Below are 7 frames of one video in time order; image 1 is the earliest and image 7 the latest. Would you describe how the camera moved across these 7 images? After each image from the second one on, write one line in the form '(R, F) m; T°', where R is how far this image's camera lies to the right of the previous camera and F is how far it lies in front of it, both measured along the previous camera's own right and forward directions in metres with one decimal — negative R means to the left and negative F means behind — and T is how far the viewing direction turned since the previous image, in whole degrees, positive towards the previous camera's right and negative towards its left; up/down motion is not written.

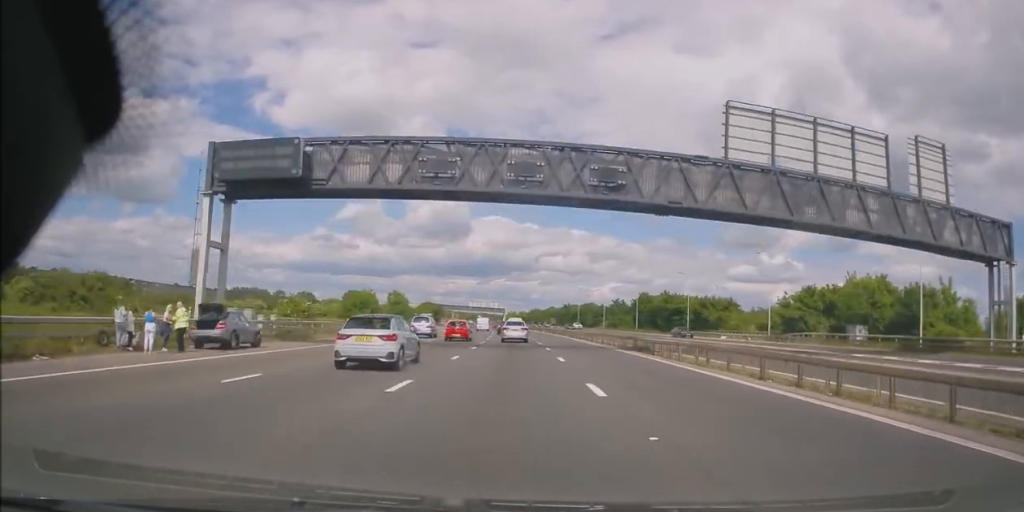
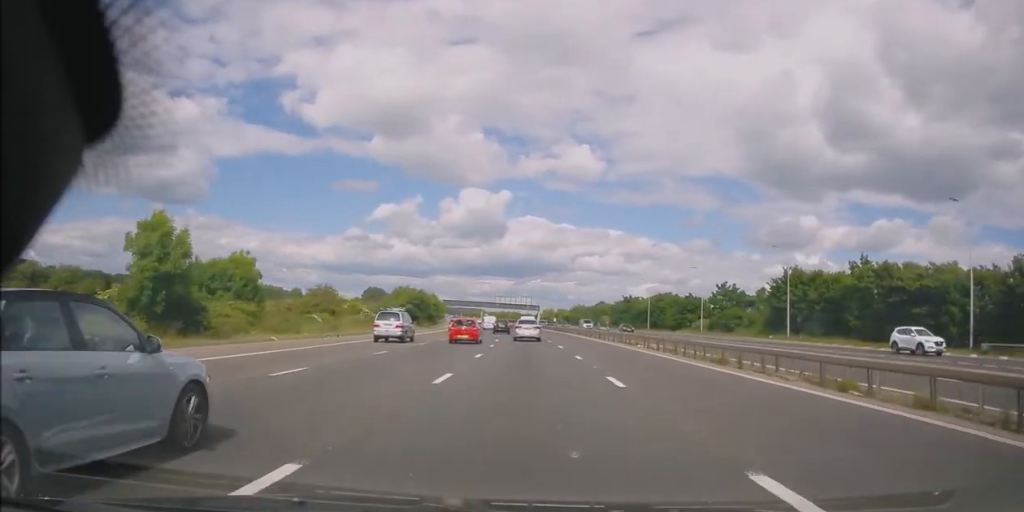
(-1.6, +63.6) m; -3°
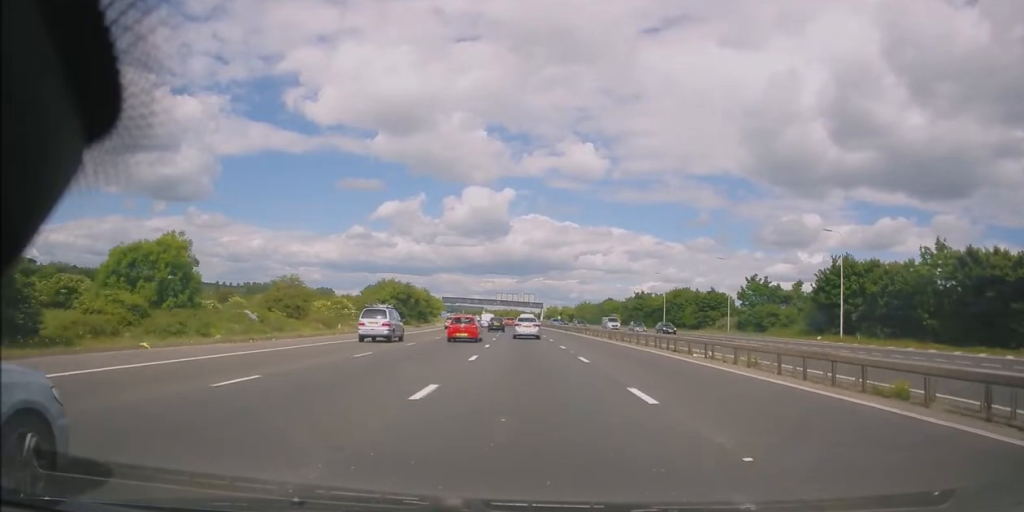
(+0.2, +11.8) m; 0°
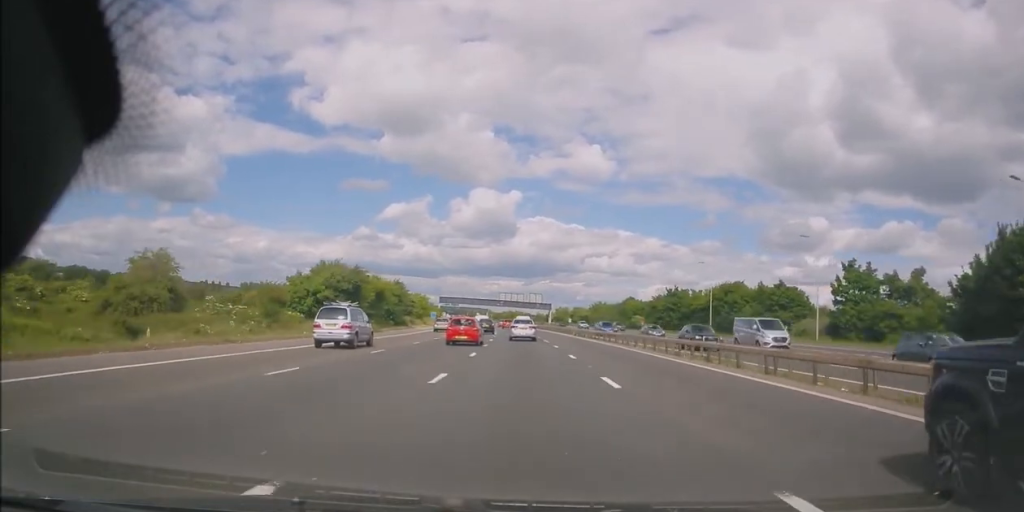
(+0.1, +25.4) m; -1°
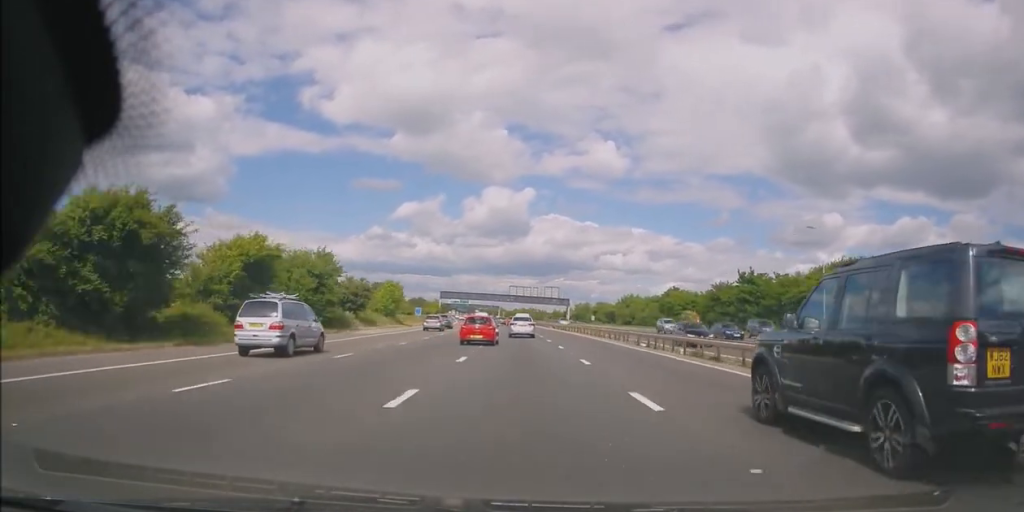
(-0.8, +31.7) m; -2°
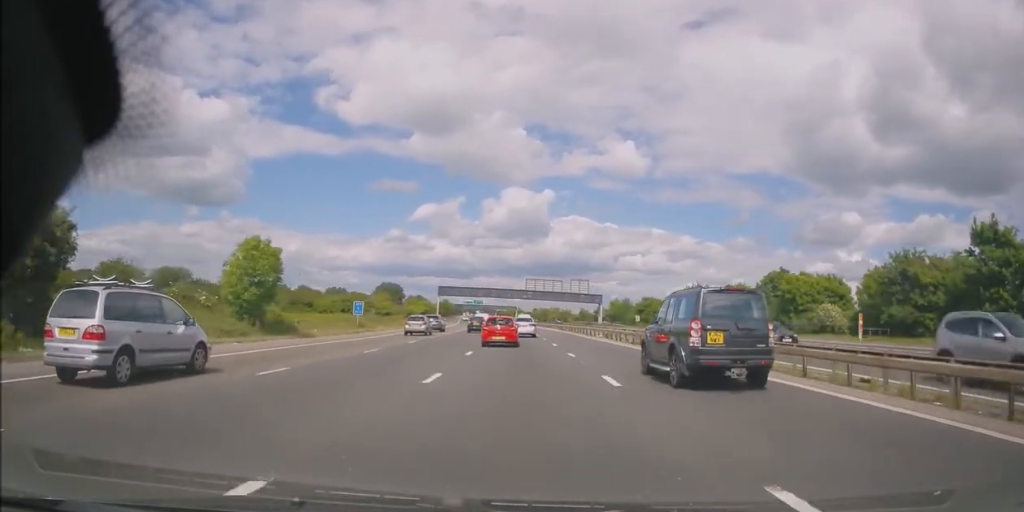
(-0.3, +42.6) m; -1°
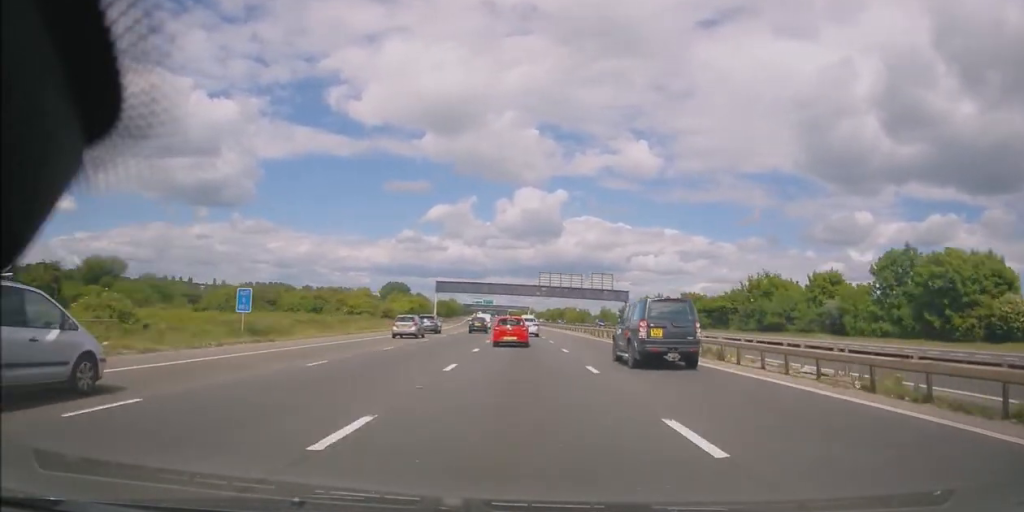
(-0.5, +24.5) m; -1°
